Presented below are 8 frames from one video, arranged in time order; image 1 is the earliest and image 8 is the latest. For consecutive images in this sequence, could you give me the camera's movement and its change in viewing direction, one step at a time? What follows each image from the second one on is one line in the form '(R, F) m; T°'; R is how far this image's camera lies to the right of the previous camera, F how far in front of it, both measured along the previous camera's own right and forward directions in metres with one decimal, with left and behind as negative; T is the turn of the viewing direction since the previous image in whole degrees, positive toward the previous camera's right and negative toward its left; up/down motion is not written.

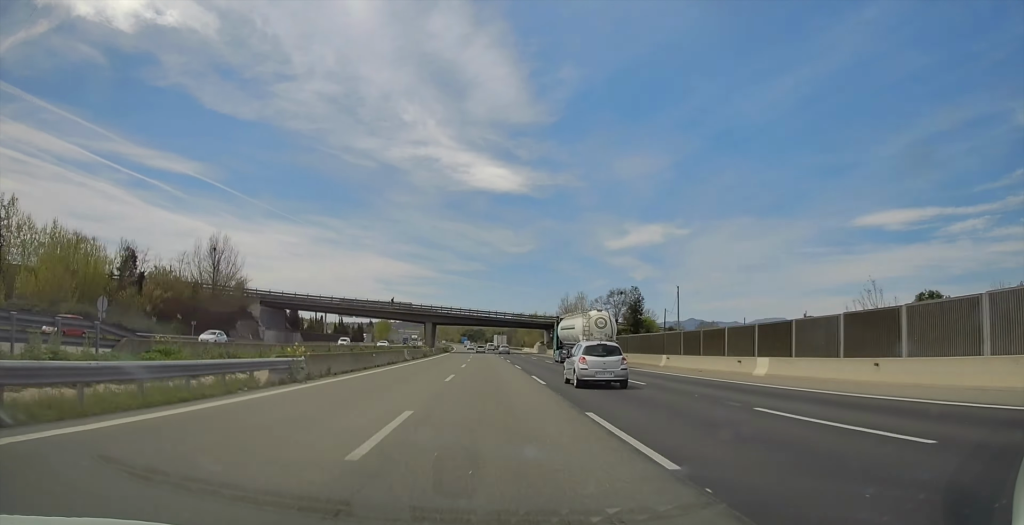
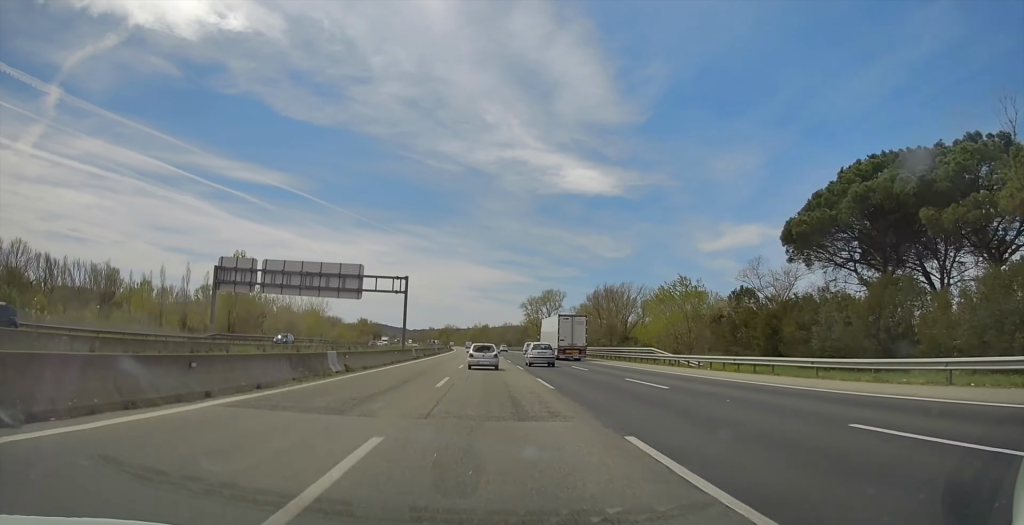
(-36.8, +476.4) m; -9°
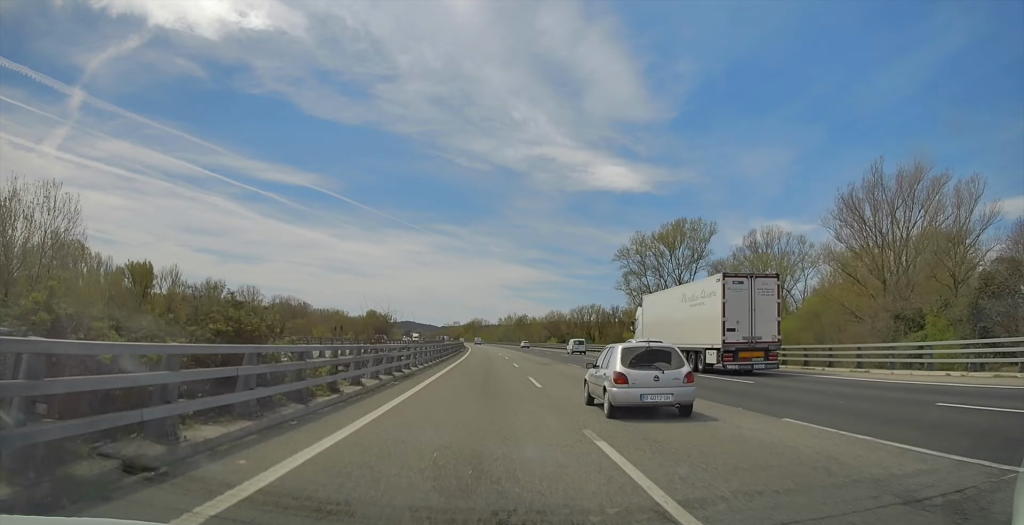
(-1.6, +129.0) m; -2°
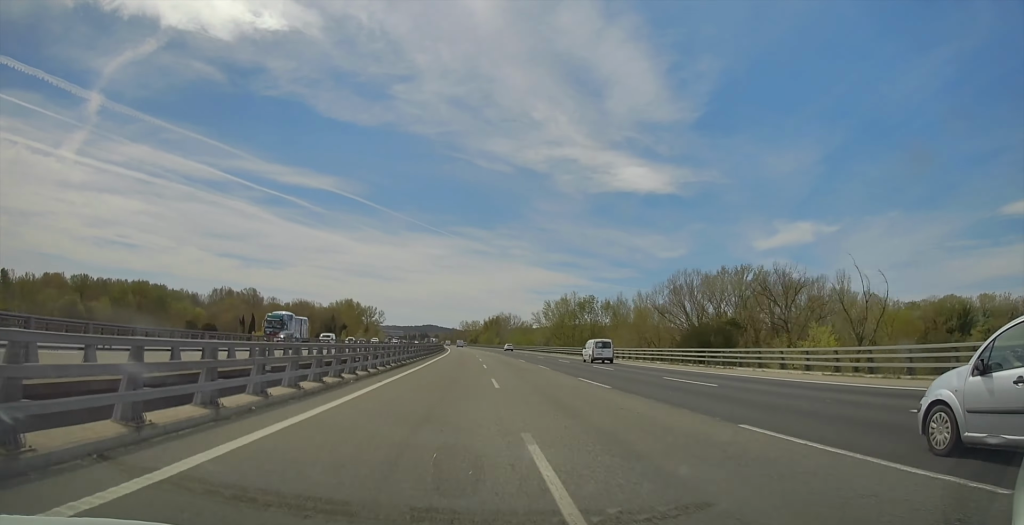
(-6.7, +194.9) m; -3°
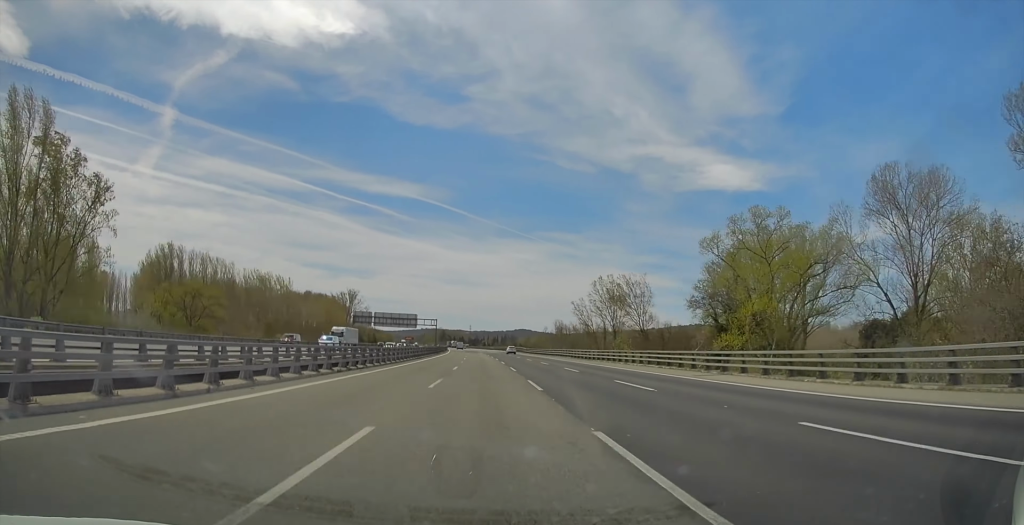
(-21.5, +384.2) m; -7°
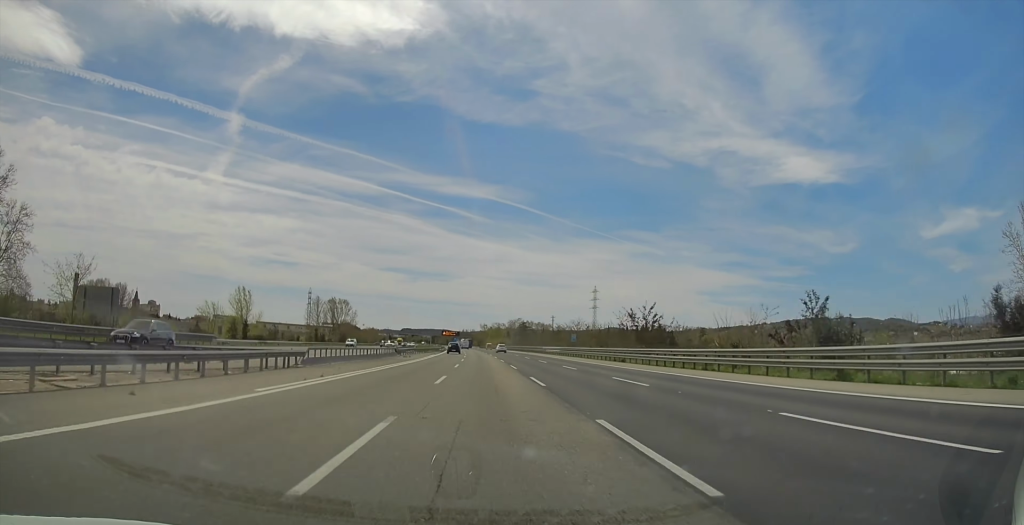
(-27.2, +370.1) m; -8°
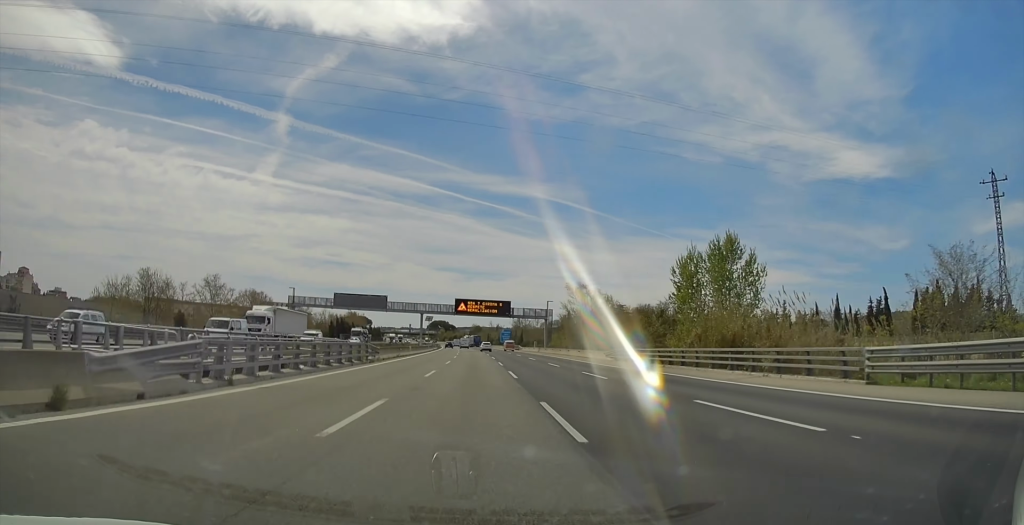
(-9.3, +234.3) m; -5°
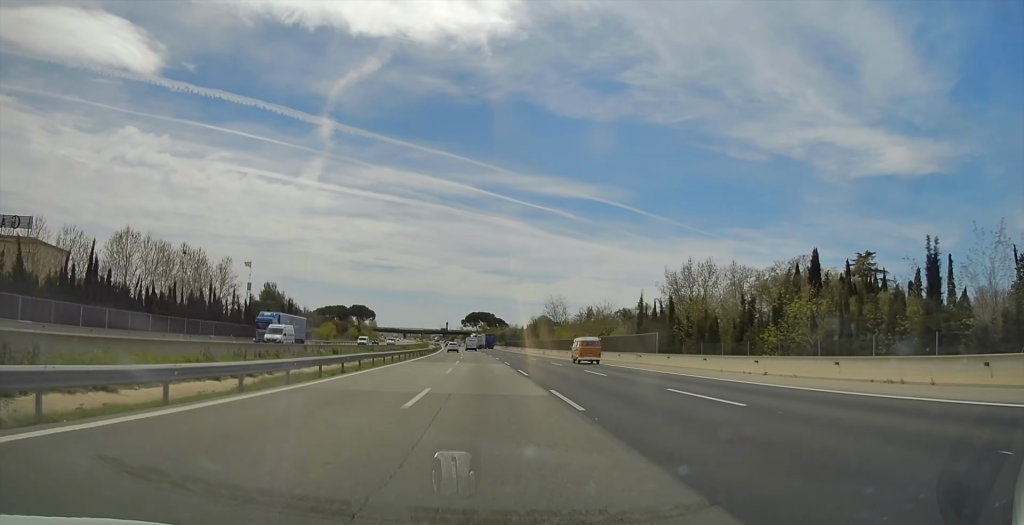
(-4.7, +207.7) m; -5°
